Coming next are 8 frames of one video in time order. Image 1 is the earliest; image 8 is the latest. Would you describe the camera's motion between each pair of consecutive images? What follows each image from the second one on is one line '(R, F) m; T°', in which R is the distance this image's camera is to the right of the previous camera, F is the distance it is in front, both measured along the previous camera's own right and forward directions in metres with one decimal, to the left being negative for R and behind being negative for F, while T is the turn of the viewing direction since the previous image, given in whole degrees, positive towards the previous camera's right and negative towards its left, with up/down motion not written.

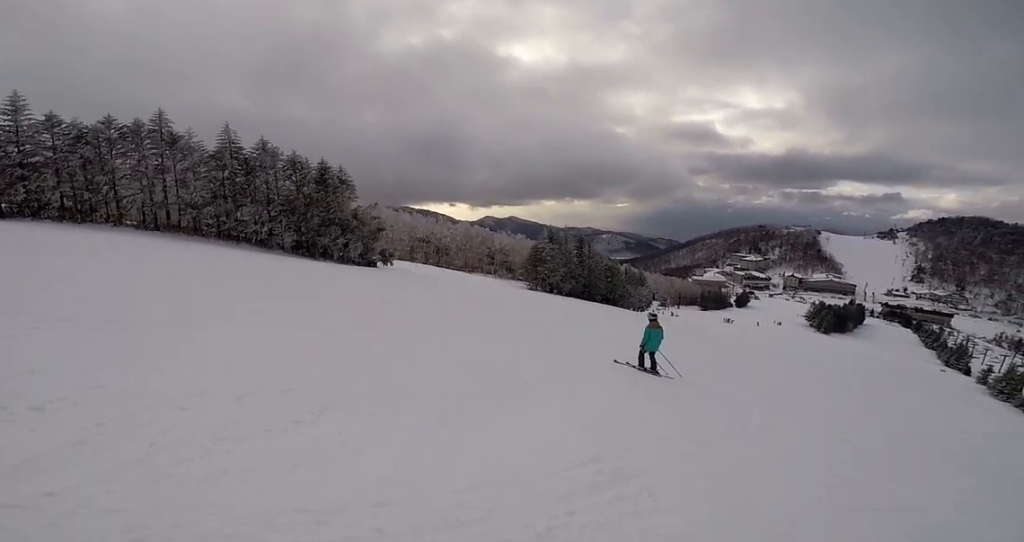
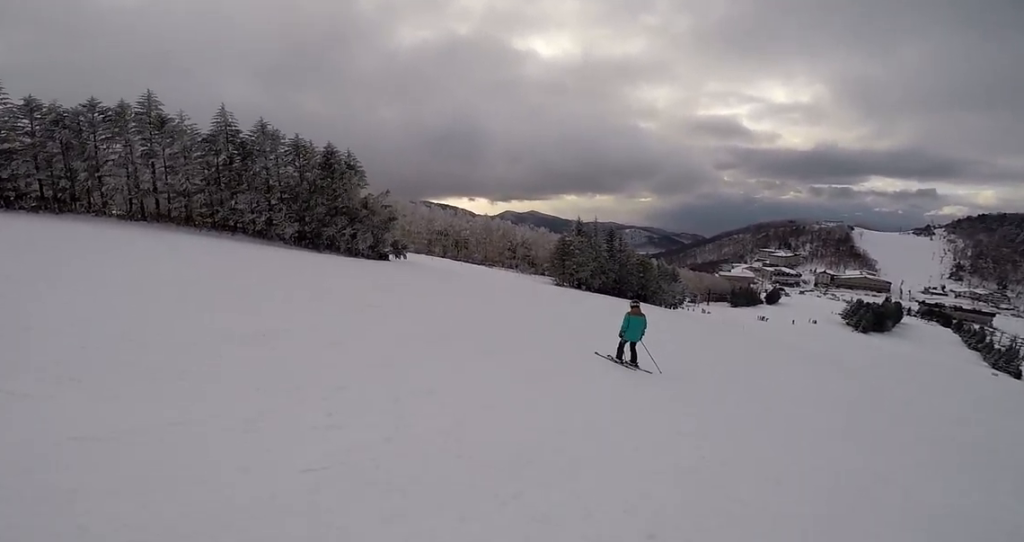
(-0.5, +3.7) m; -21°
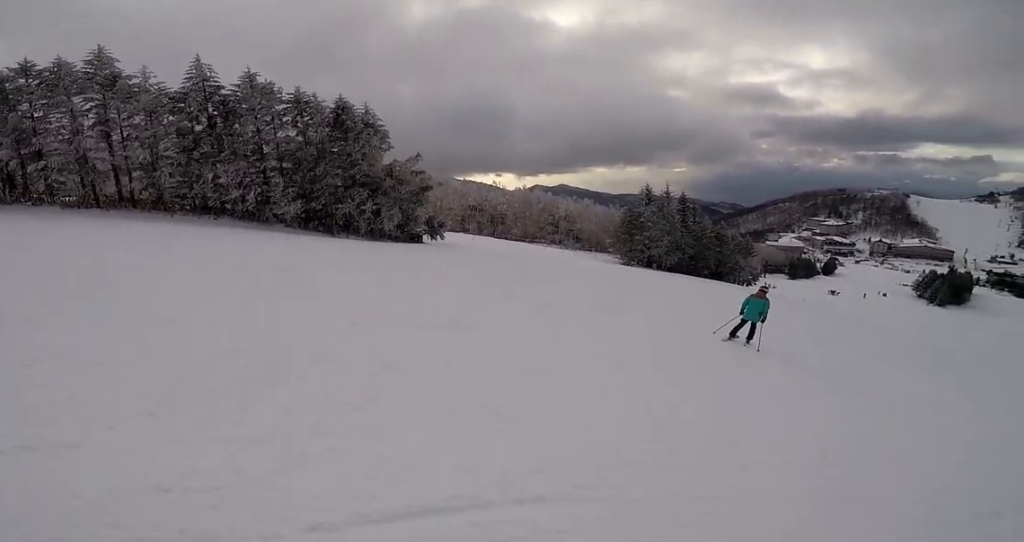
(-2.5, +8.9) m; 0°
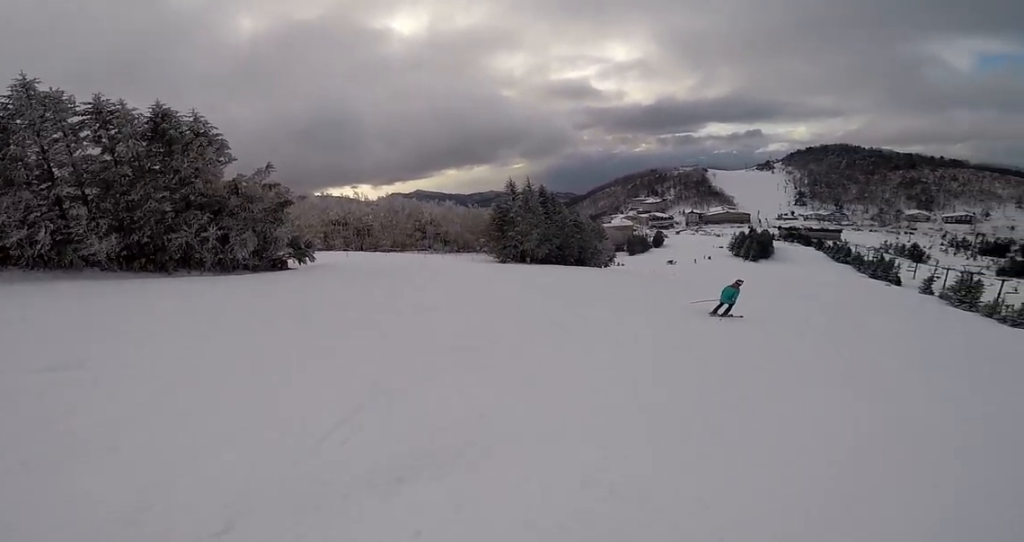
(+1.1, +3.8) m; +31°
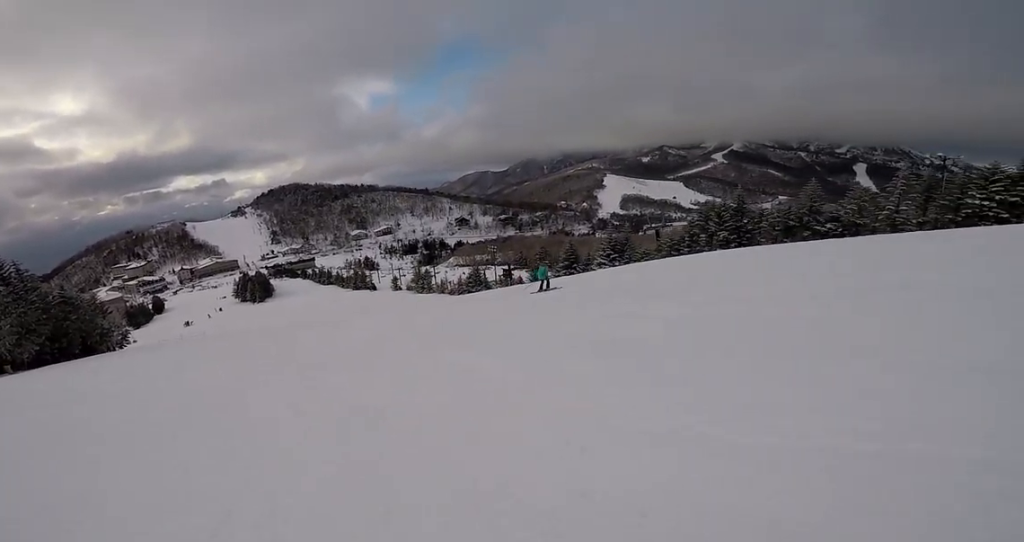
(+3.8, +7.9) m; +58°
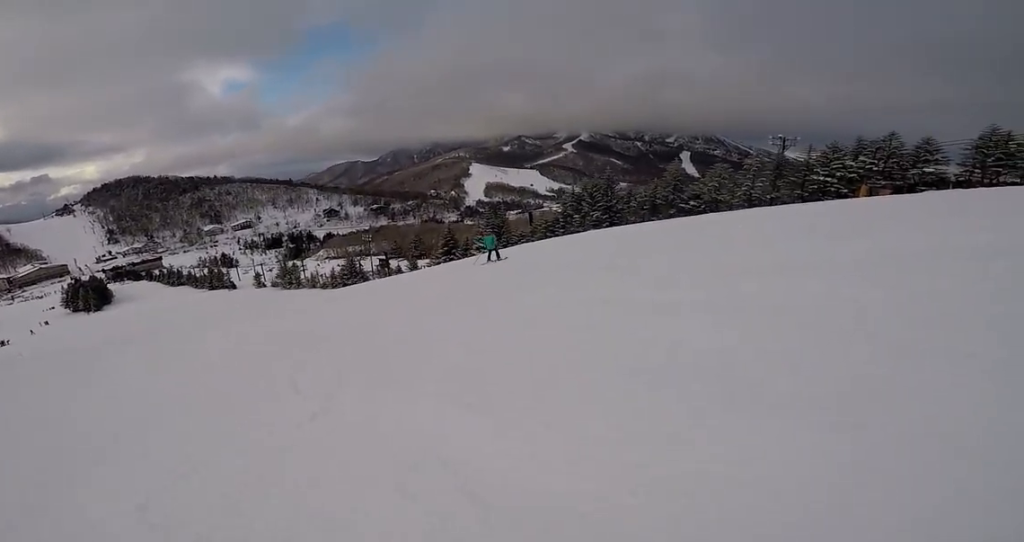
(+0.9, +2.9) m; +26°
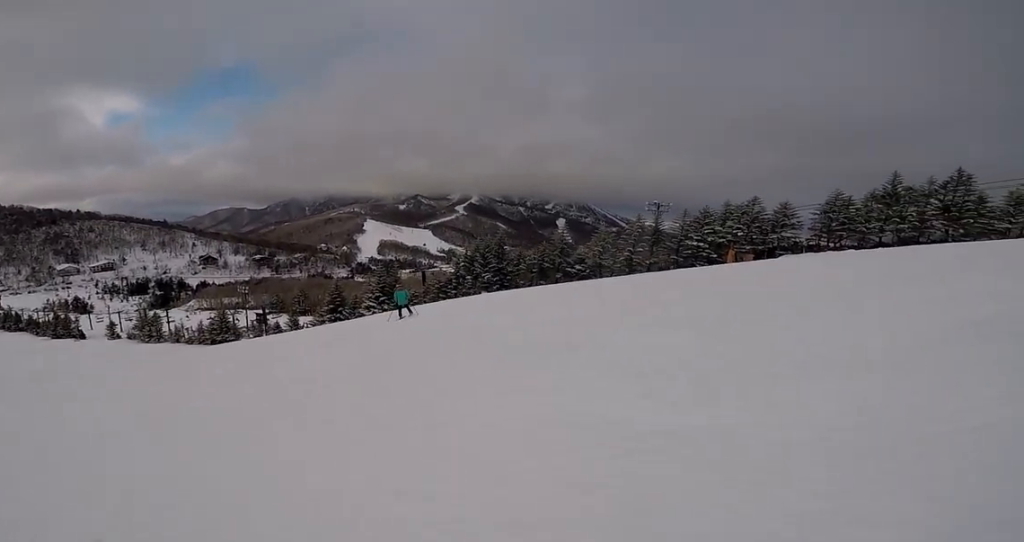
(+0.4, +2.2) m; +16°
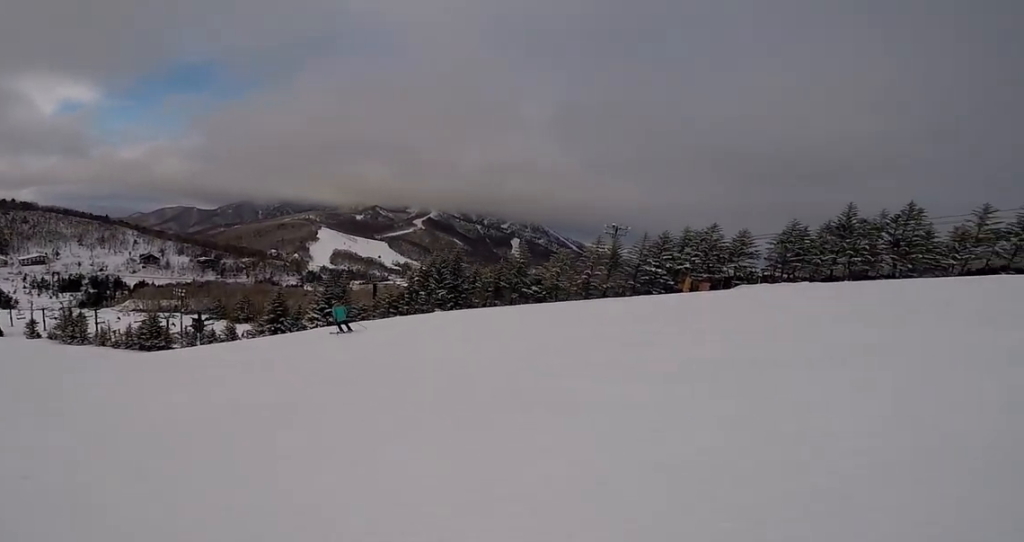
(+0.2, +2.0) m; +2°
